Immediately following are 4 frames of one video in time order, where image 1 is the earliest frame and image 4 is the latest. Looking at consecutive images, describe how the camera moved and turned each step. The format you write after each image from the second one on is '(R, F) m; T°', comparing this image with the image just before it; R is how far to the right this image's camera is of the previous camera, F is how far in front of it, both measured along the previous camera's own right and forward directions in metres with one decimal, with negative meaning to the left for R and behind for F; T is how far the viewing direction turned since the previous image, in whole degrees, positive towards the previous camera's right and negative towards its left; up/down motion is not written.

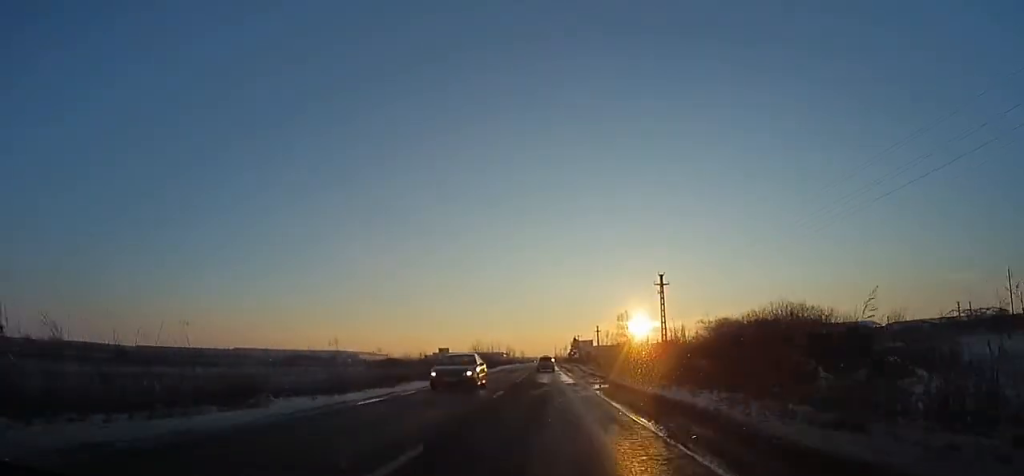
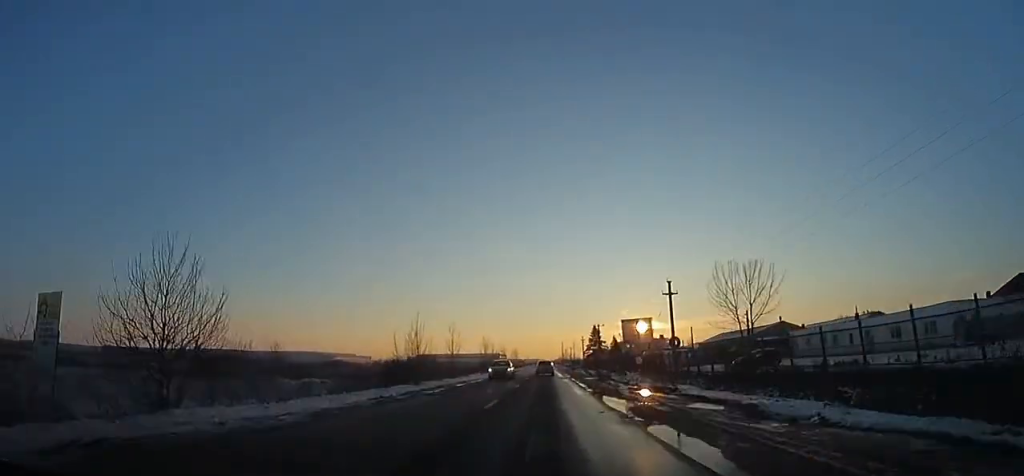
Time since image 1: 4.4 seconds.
(-1.3, +80.5) m; 0°
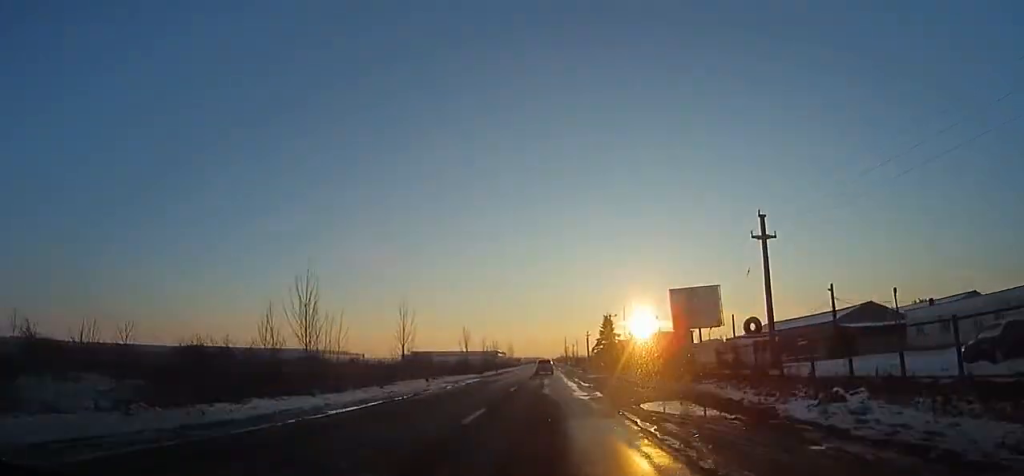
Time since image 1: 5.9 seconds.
(+0.7, +26.2) m; 0°
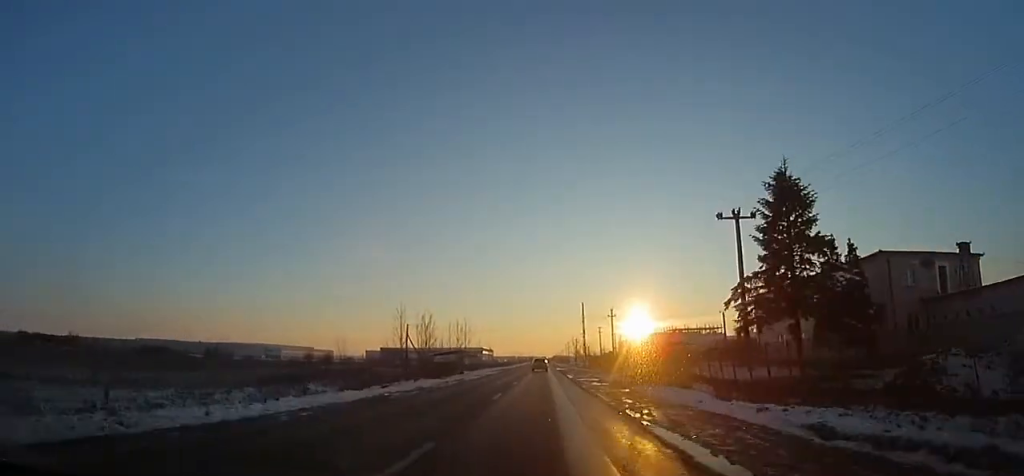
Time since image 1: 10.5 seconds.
(-1.6, +82.6) m; 0°
